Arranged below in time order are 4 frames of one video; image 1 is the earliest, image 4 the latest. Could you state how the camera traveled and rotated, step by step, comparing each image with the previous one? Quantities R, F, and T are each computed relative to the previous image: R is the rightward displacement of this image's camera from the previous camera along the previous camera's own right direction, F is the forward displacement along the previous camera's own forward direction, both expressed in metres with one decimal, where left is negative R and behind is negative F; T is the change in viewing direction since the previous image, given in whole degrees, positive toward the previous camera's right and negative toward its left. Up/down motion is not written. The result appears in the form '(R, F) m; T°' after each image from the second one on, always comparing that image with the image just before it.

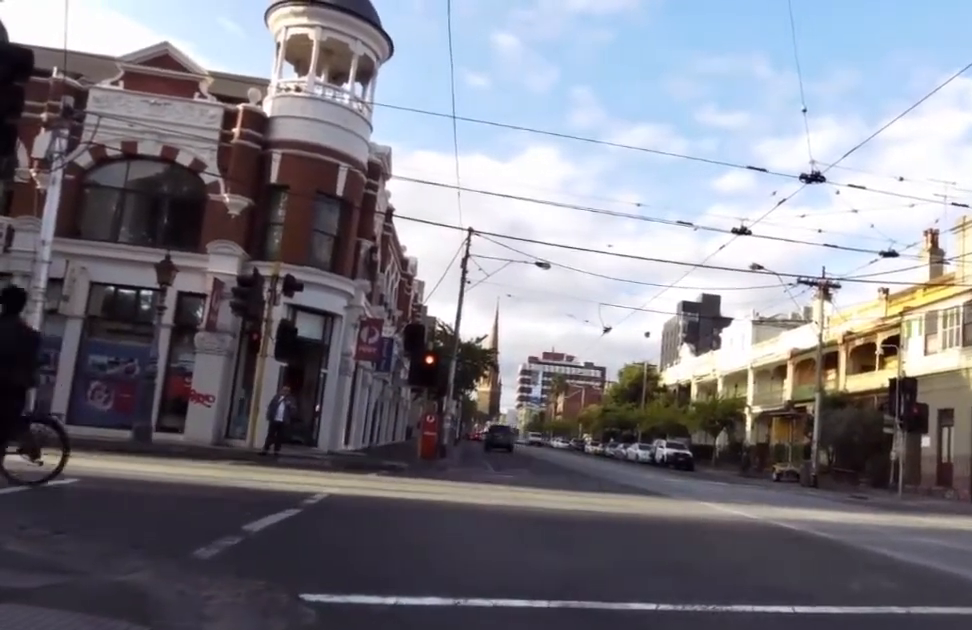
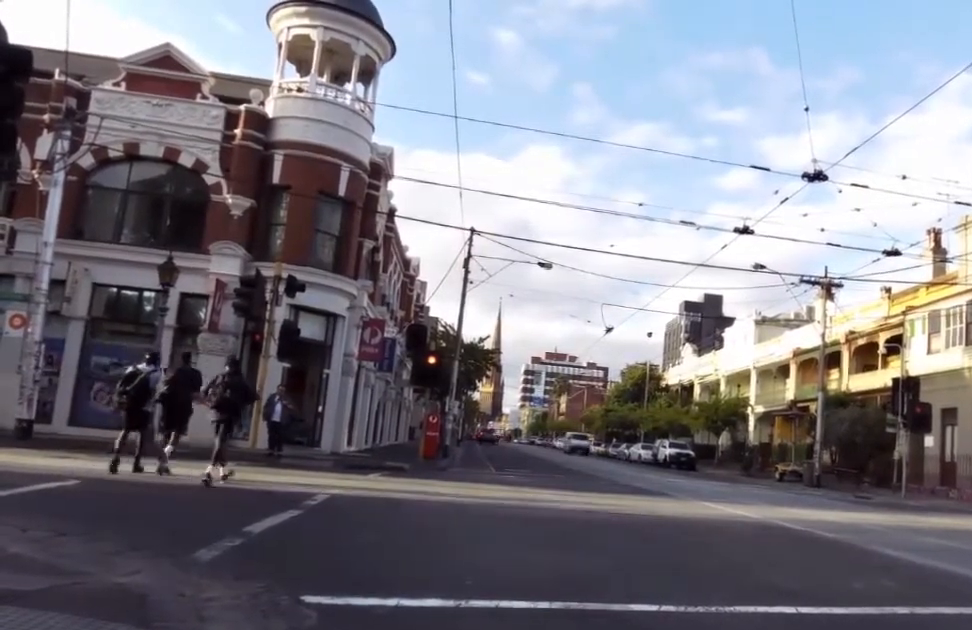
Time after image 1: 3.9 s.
(0.0, 0.0) m; 0°
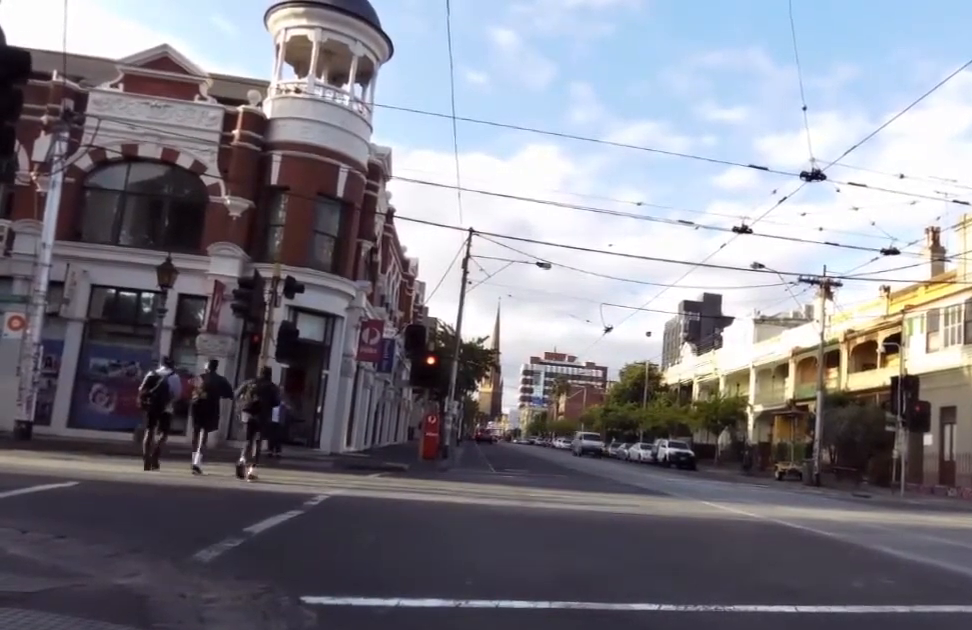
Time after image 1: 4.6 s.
(0.0, 0.0) m; 0°
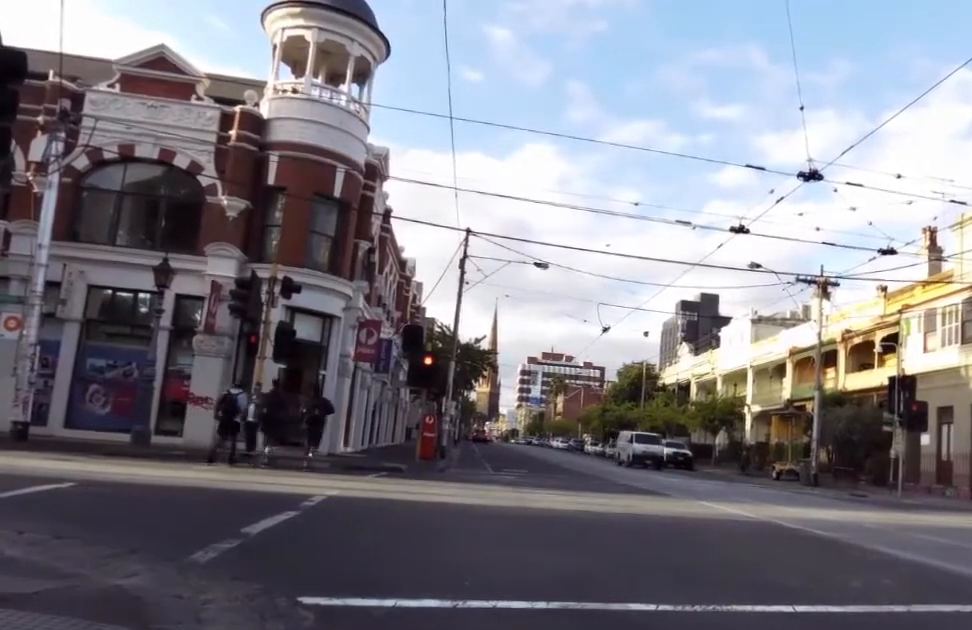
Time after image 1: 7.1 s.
(0.0, 0.0) m; 0°
